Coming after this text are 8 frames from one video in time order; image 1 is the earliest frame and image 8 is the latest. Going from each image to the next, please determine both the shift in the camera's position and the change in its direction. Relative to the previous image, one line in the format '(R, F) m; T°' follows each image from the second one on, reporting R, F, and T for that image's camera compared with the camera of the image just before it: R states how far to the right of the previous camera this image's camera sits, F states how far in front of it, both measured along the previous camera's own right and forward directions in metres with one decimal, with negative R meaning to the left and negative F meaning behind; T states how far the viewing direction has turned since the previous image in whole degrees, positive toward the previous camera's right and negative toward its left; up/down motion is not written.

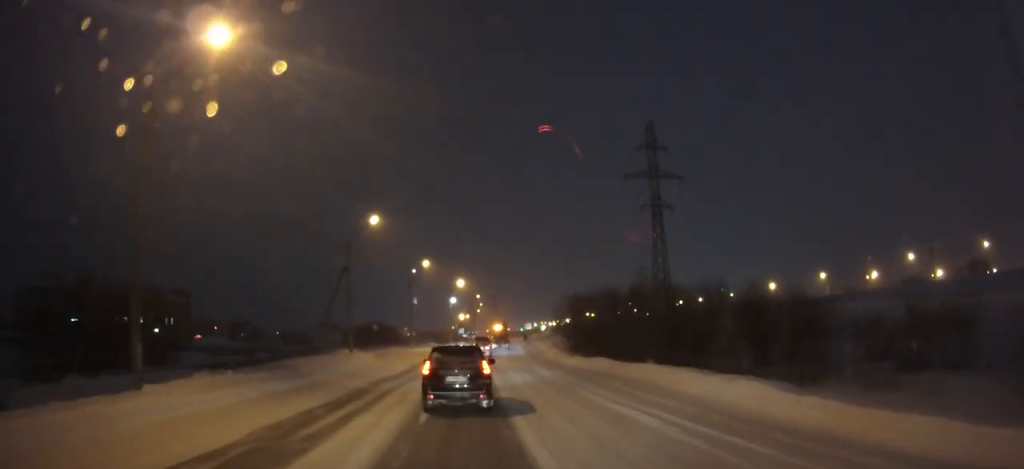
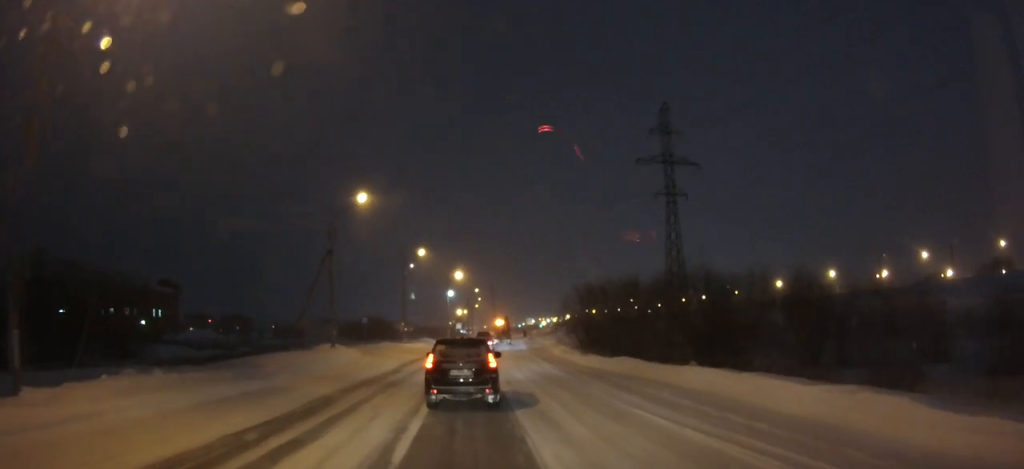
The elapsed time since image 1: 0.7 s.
(0.0, +5.6) m; 0°
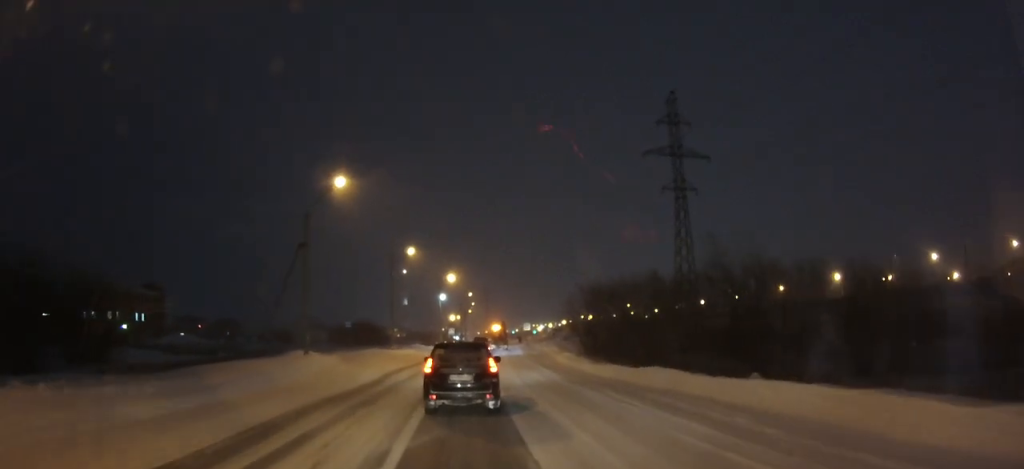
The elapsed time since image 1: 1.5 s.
(0.0, +5.6) m; 0°
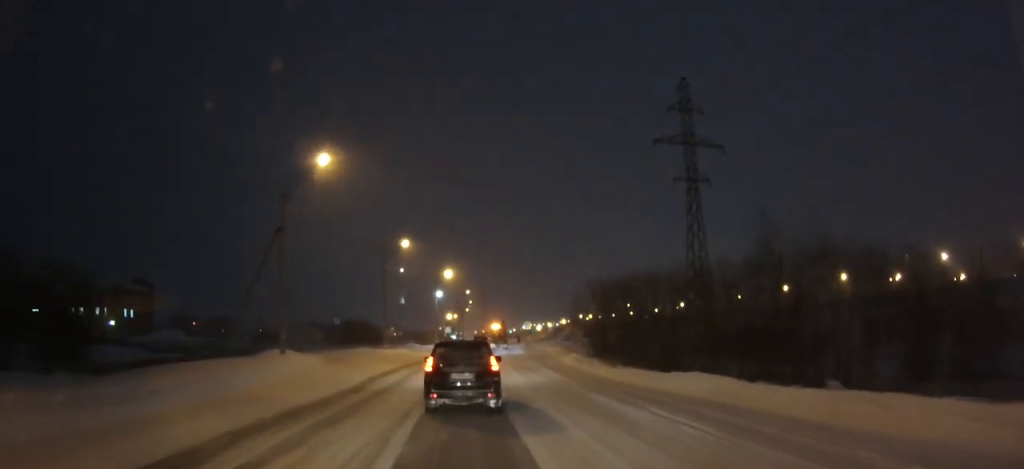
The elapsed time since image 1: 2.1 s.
(0.0, +4.2) m; 0°
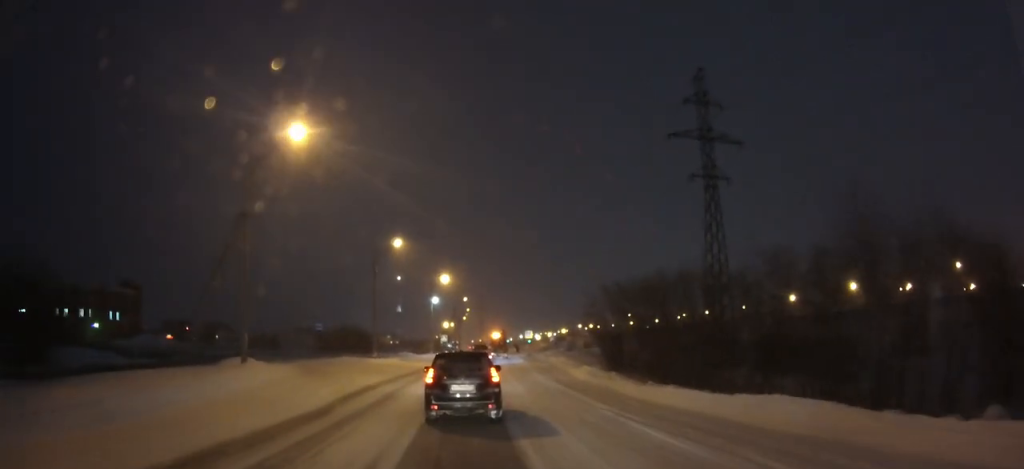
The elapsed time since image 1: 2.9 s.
(0.0, +5.5) m; 0°
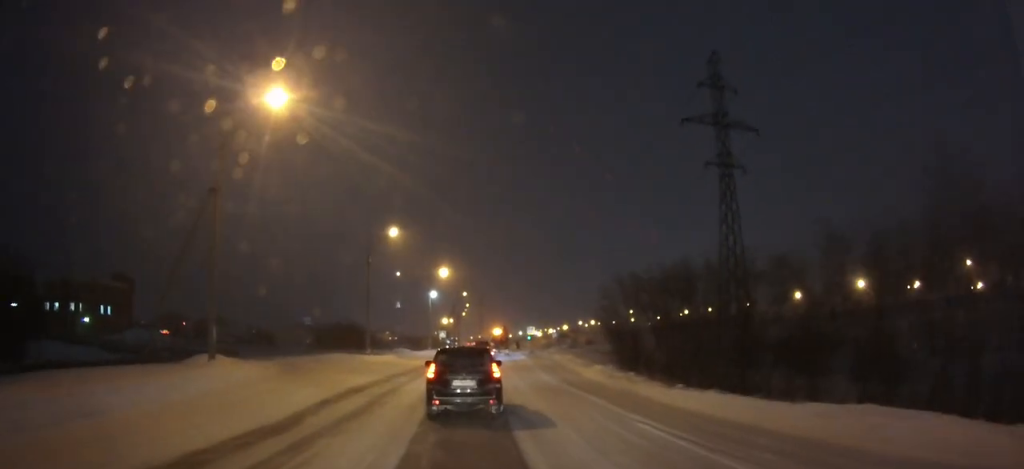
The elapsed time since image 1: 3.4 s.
(0.0, +3.6) m; 0°
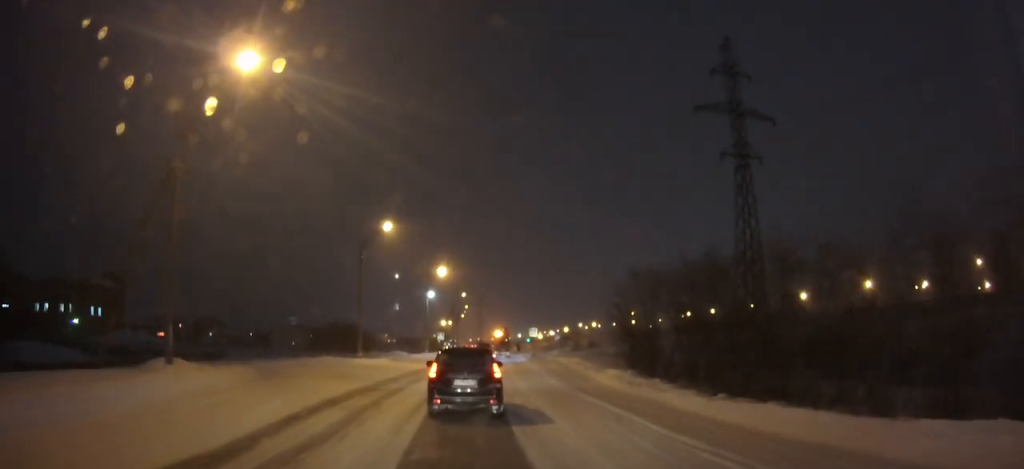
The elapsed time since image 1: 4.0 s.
(0.0, +3.8) m; 0°
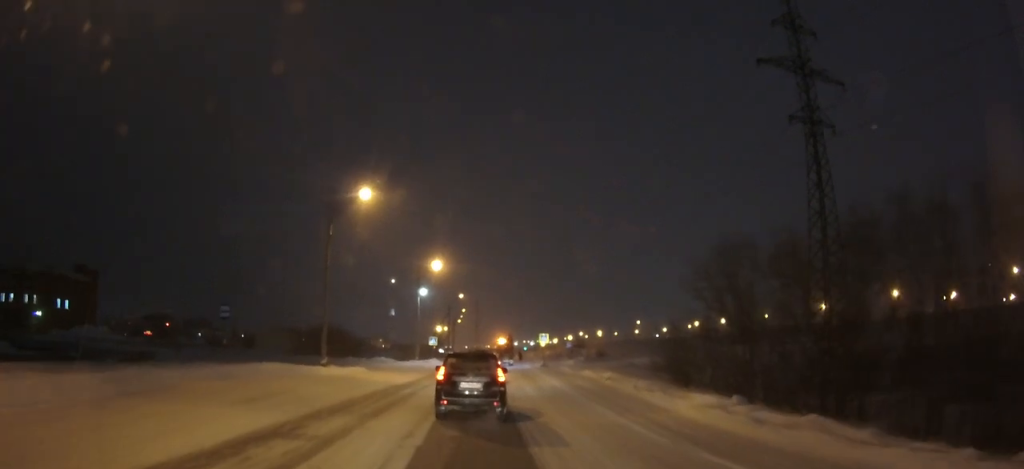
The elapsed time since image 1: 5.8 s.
(0.0, +12.5) m; +1°
